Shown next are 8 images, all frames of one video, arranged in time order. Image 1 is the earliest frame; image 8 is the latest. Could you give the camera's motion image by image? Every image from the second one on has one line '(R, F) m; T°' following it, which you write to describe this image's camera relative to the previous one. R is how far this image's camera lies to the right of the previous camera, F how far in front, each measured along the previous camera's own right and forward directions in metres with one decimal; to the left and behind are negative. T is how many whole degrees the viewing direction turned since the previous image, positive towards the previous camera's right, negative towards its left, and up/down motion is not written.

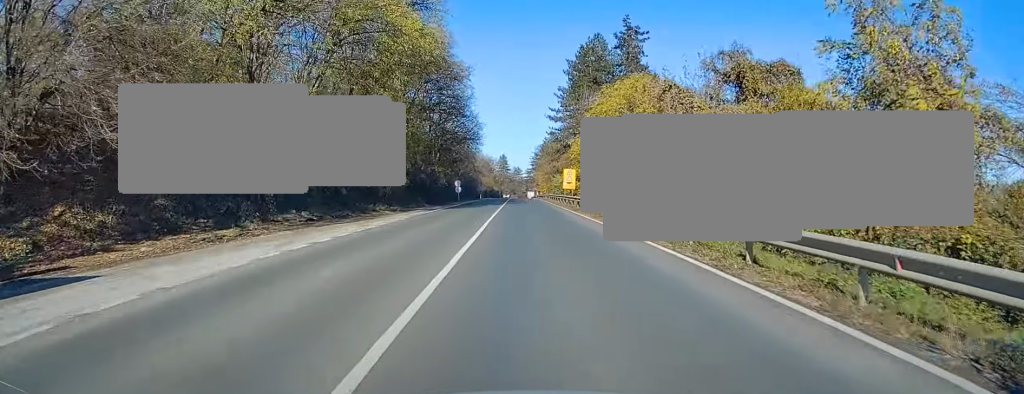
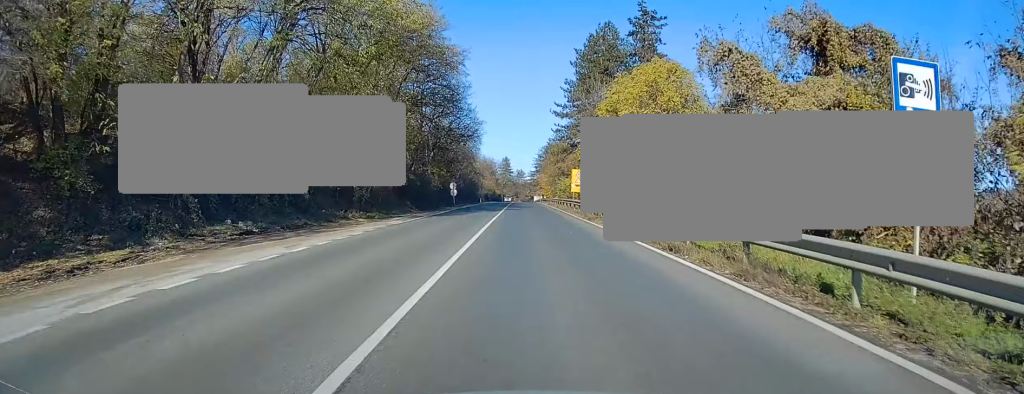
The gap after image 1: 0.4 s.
(+0.1, +7.7) m; 0°
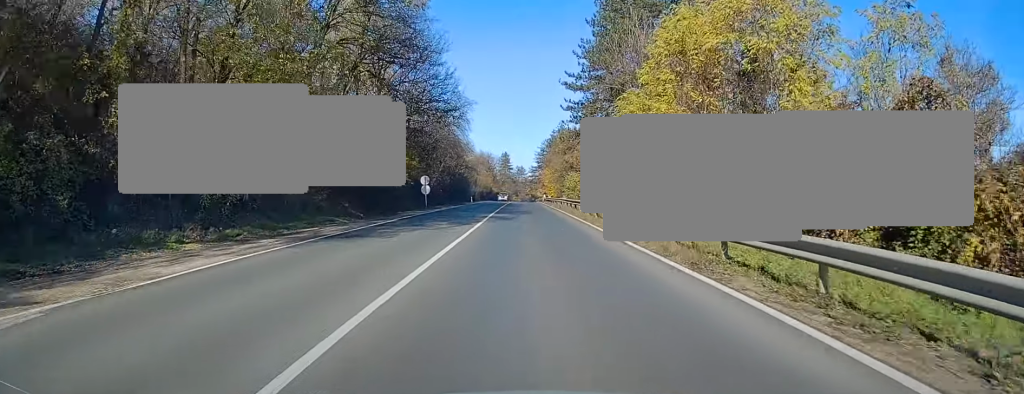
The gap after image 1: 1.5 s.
(-0.4, +19.2) m; -1°
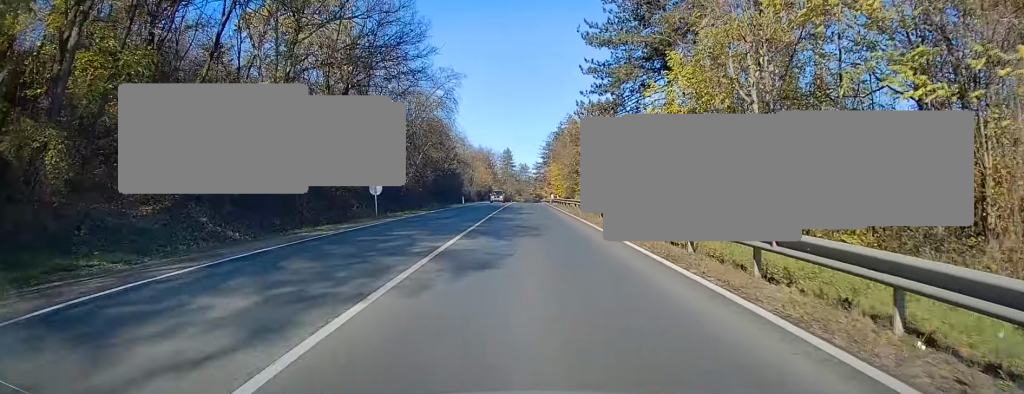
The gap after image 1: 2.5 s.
(+0.1, +17.8) m; 0°
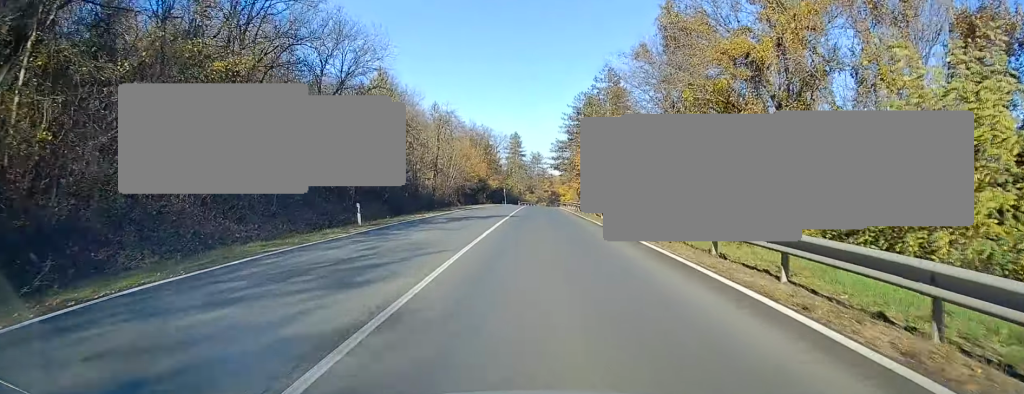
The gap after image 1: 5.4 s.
(+0.2, +53.7) m; -1°
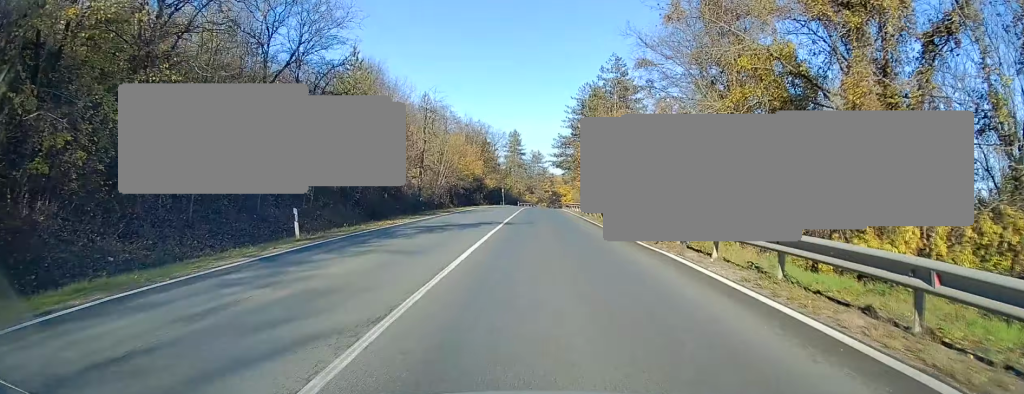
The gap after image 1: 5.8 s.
(+0.1, +7.4) m; -1°
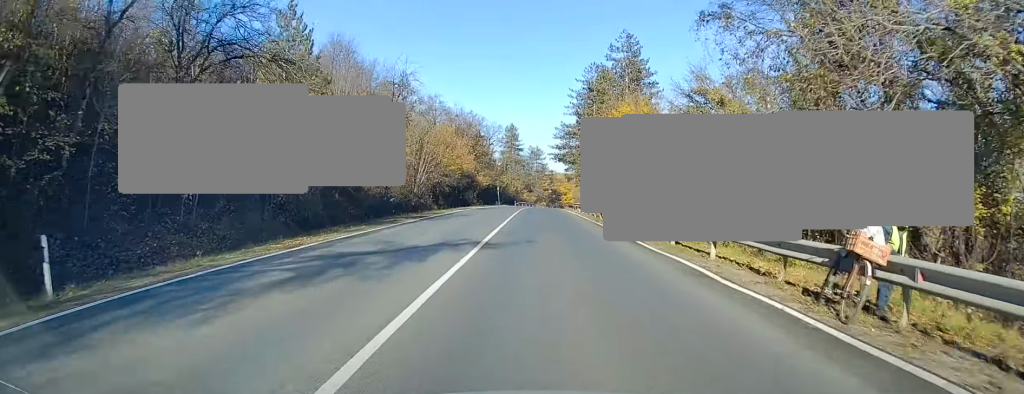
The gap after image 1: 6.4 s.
(-0.2, +11.2) m; 0°
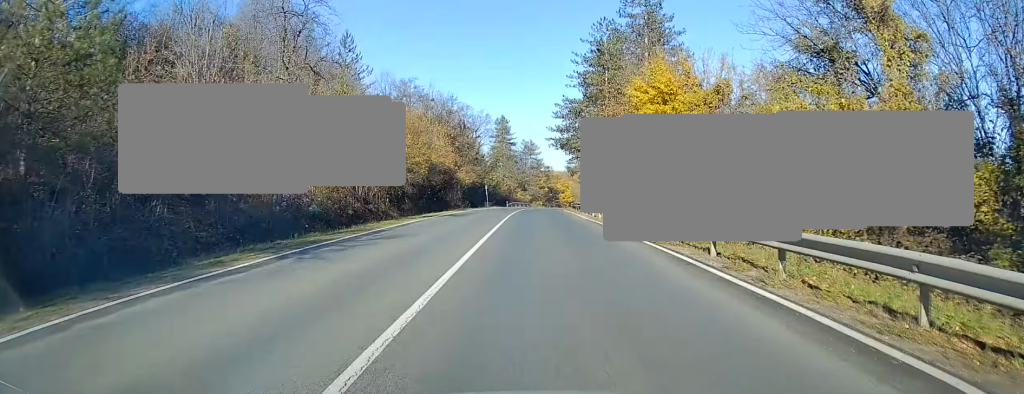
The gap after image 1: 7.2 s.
(0.0, +16.3) m; +1°
